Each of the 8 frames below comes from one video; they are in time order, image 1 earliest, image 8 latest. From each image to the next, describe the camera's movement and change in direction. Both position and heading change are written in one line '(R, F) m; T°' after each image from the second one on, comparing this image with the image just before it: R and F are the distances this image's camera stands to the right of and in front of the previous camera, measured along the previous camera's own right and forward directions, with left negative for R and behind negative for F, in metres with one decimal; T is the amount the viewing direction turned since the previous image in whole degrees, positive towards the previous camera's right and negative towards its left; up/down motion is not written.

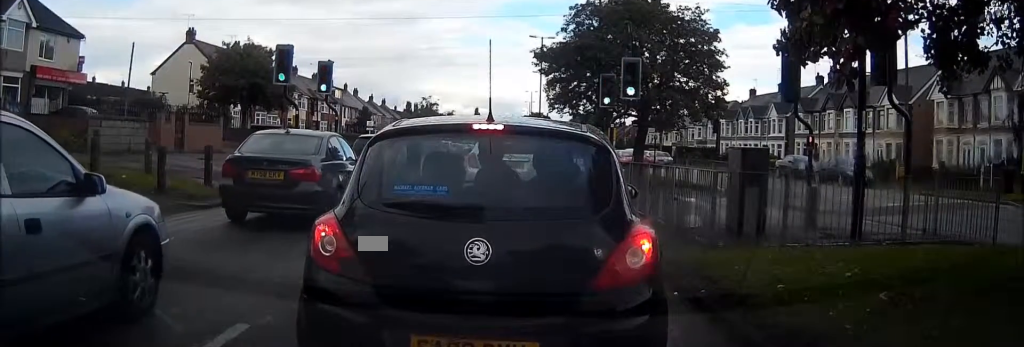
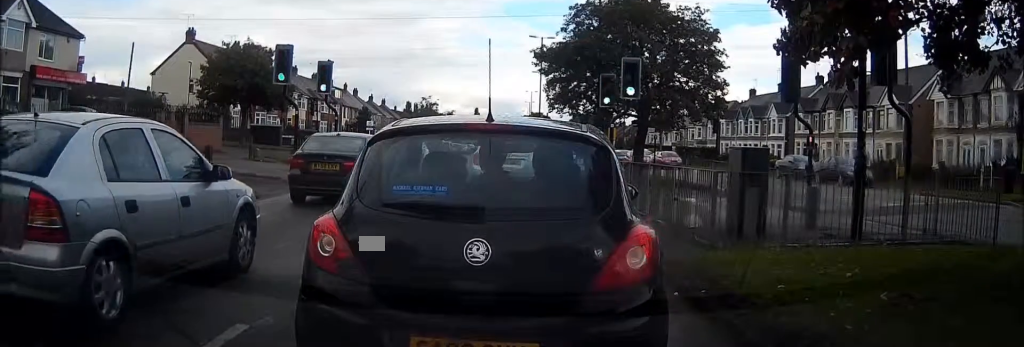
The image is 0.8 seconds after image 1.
(0.0, 0.0) m; 0°
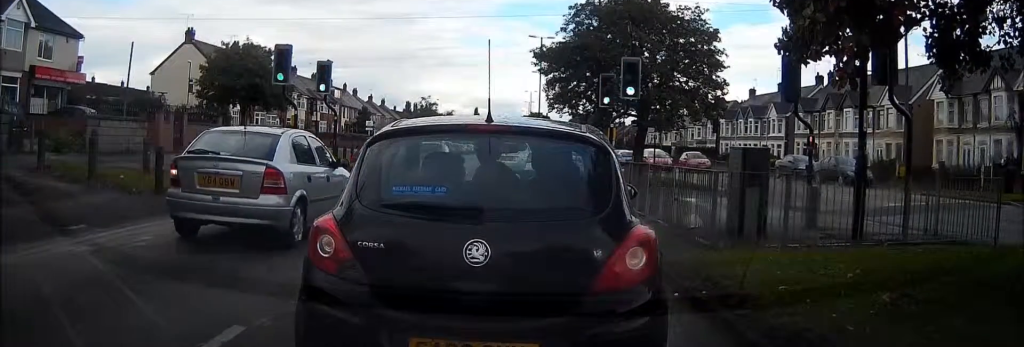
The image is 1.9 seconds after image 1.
(0.0, 0.0) m; 0°
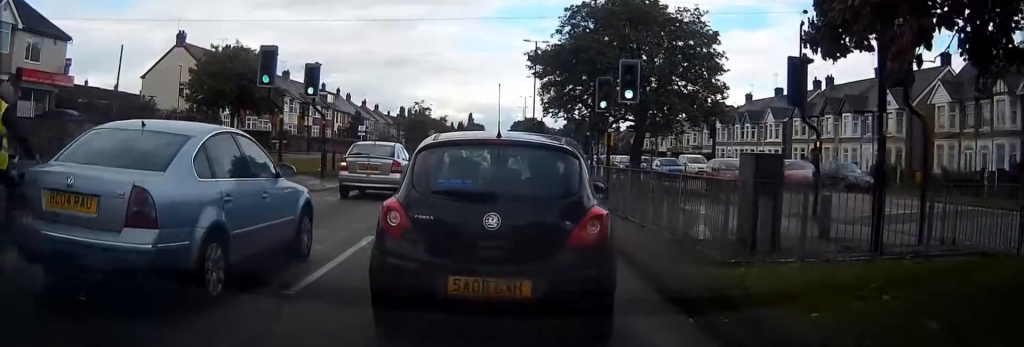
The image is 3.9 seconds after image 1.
(0.0, +1.0) m; 0°
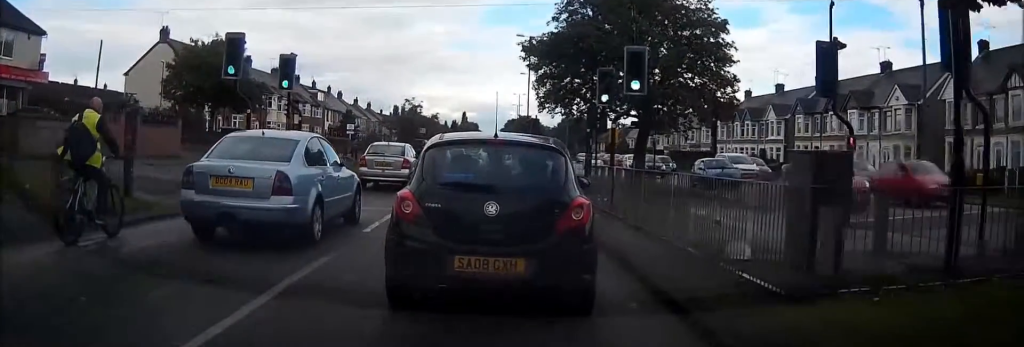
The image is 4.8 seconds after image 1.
(0.0, +1.9) m; +1°
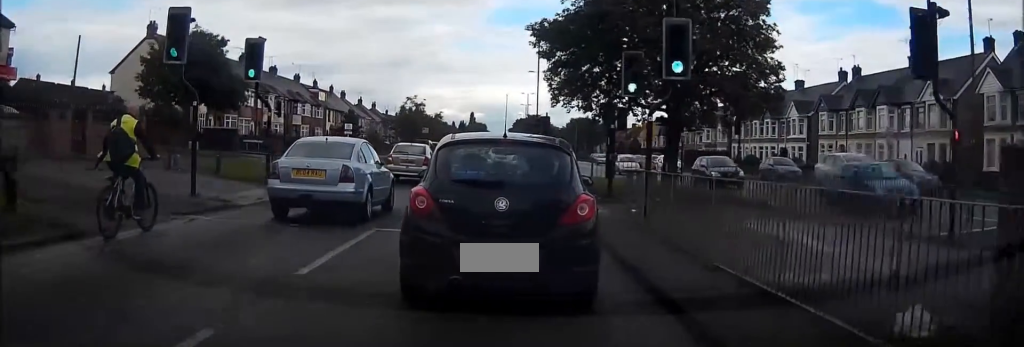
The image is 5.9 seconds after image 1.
(+0.1, +3.6) m; +4°
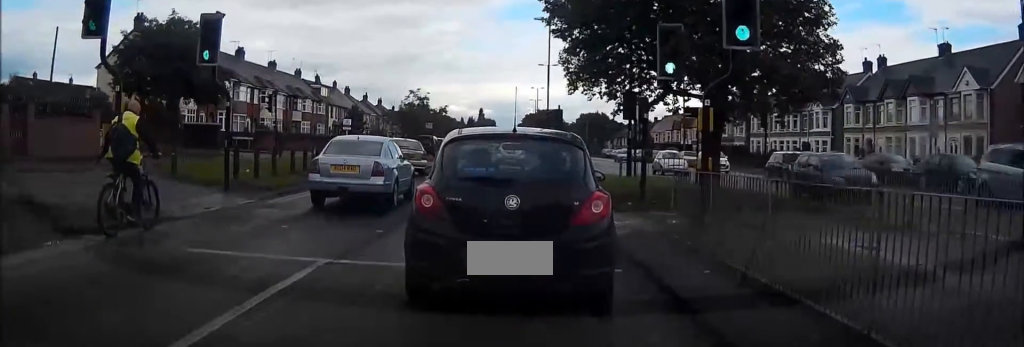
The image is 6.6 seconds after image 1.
(+0.1, +3.3) m; +2°
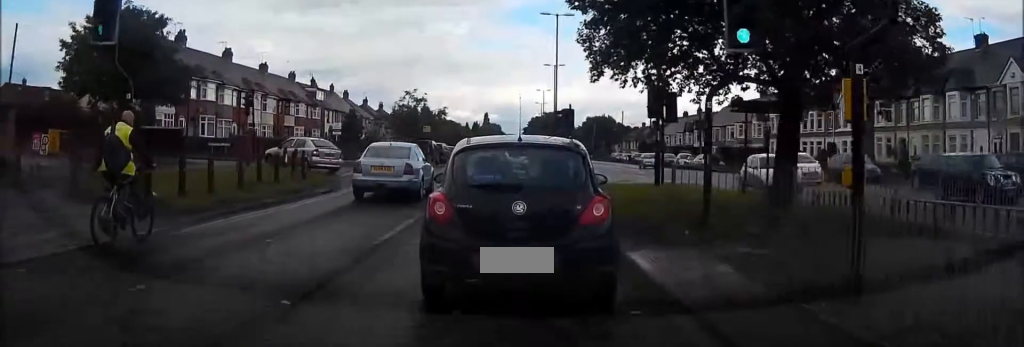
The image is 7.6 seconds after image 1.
(0.0, +5.0) m; +1°
